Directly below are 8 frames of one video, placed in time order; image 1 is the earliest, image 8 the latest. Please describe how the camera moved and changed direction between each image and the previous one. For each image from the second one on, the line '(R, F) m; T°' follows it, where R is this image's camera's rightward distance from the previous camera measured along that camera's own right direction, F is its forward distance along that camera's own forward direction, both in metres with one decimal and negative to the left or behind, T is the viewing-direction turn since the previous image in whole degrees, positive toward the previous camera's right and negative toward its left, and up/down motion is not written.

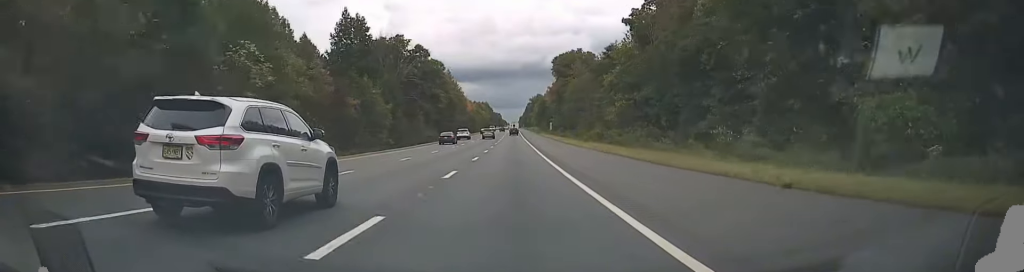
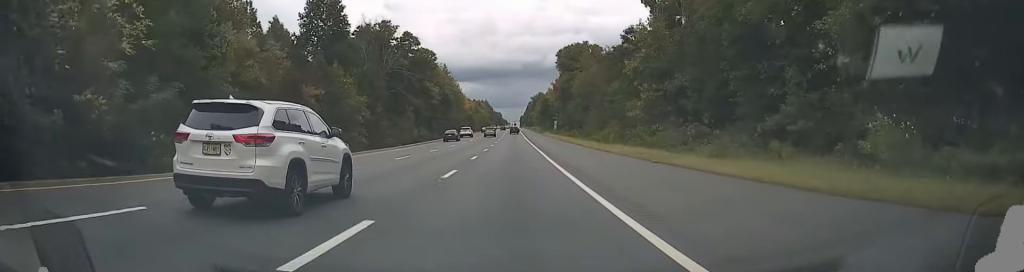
(0.0, +12.9) m; 0°
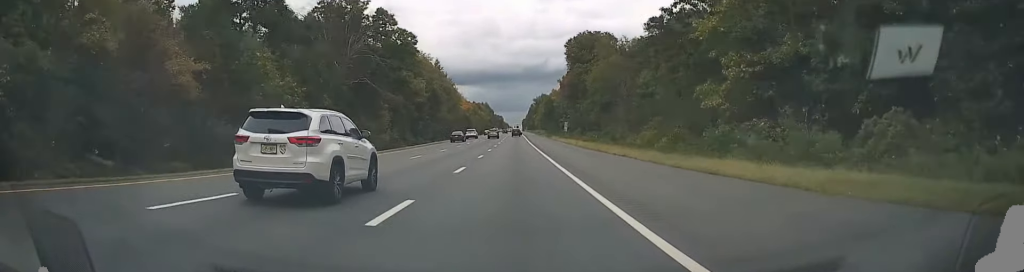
(0.0, +21.7) m; 0°
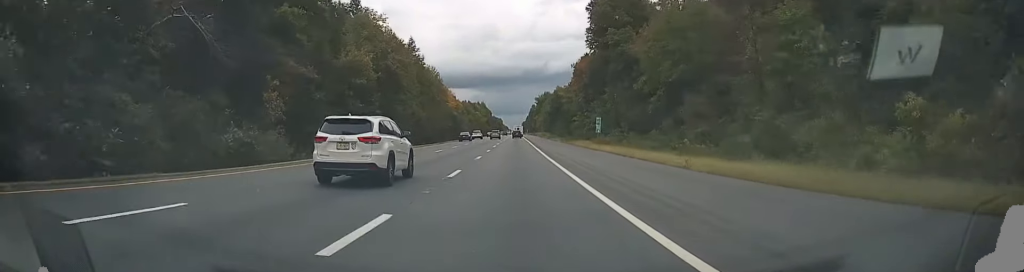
(0.0, +36.2) m; 0°
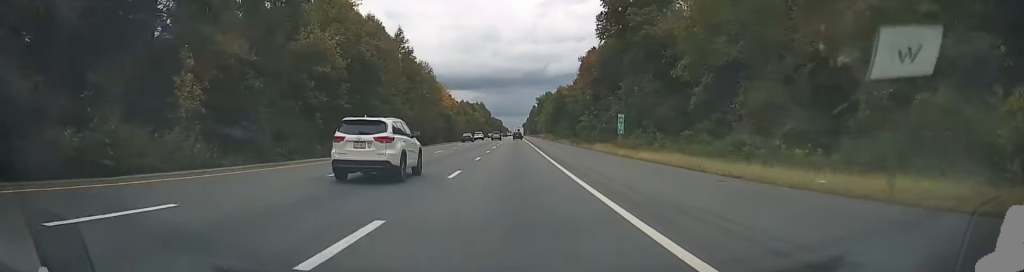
(0.0, +12.2) m; 0°
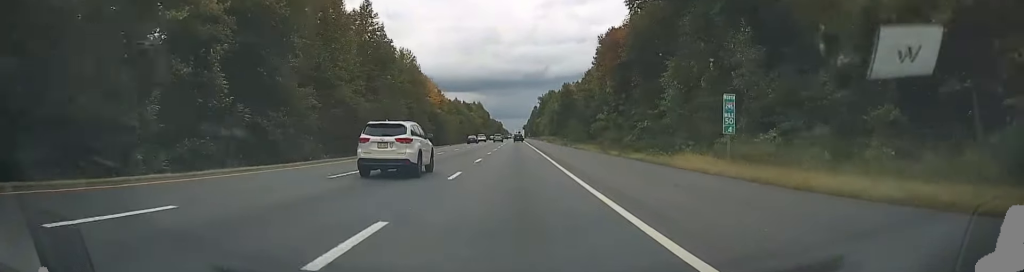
(-0.1, +24.6) m; 0°
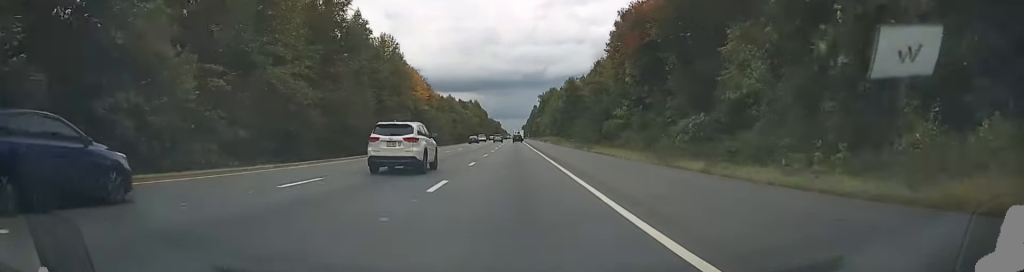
(0.0, +15.0) m; 0°
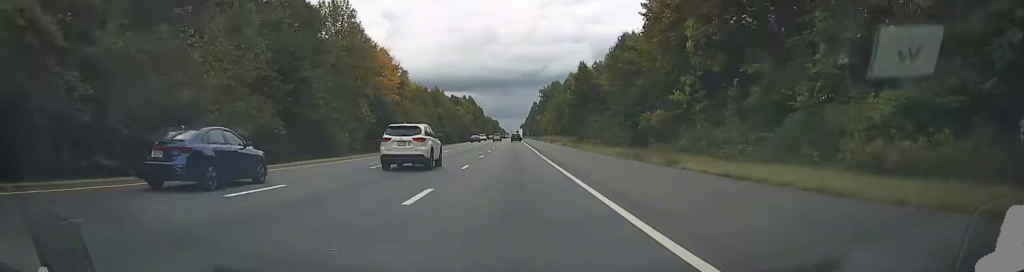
(+0.1, +23.3) m; 0°
